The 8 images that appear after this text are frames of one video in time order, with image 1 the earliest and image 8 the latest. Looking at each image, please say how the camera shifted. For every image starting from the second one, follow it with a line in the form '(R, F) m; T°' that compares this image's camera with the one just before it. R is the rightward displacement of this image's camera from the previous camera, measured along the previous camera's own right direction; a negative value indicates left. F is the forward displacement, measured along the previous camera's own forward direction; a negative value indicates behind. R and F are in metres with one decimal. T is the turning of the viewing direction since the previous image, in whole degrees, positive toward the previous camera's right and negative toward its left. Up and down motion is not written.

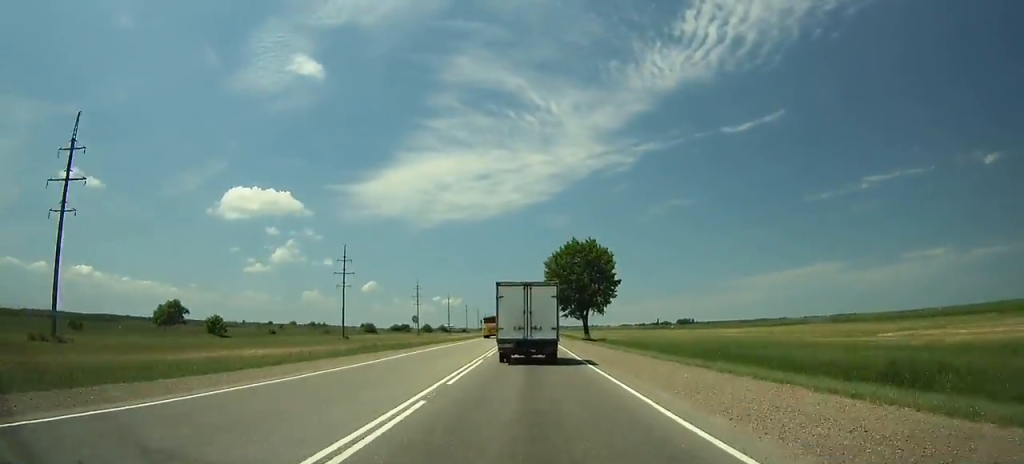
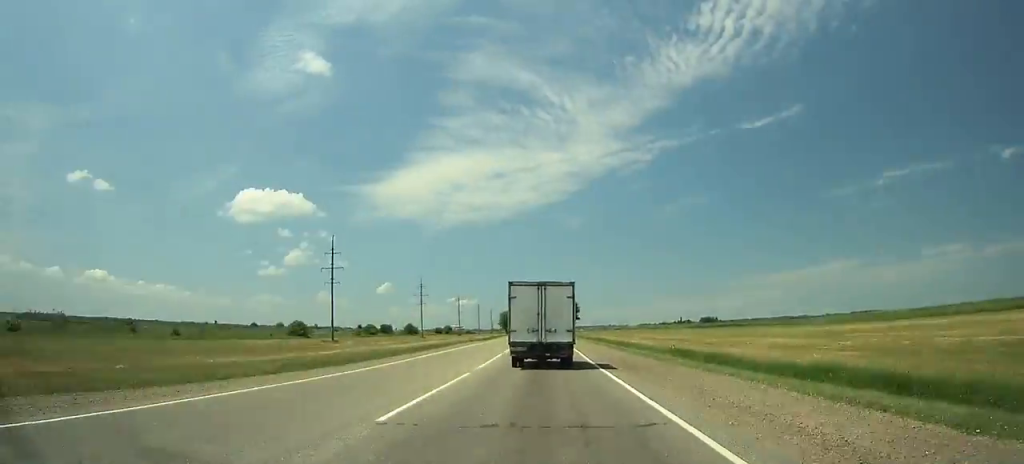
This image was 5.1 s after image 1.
(+0.1, +112.6) m; 0°
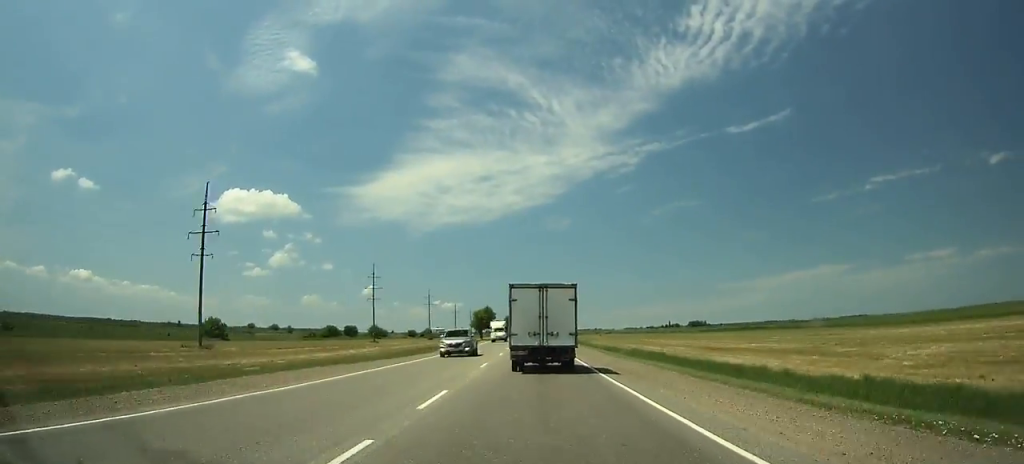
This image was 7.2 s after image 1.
(-0.1, +45.0) m; 0°
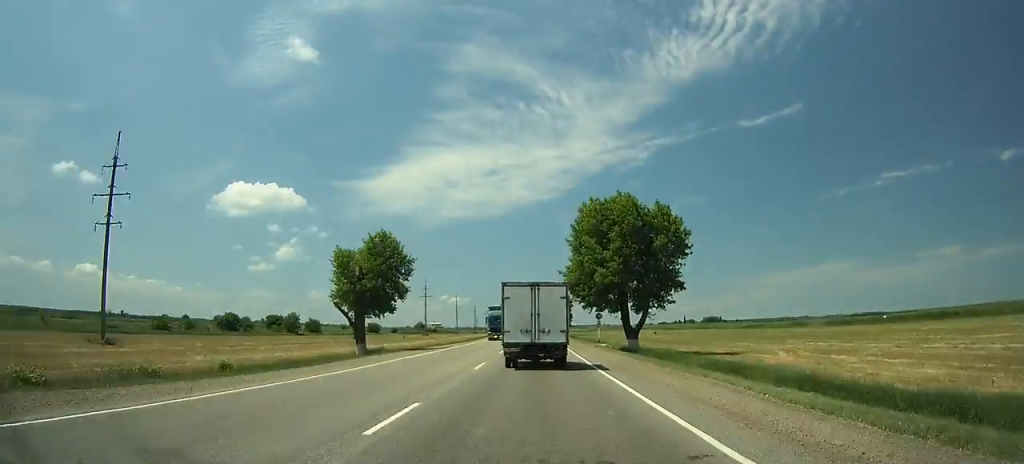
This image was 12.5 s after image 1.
(+0.2, +111.6) m; 0°
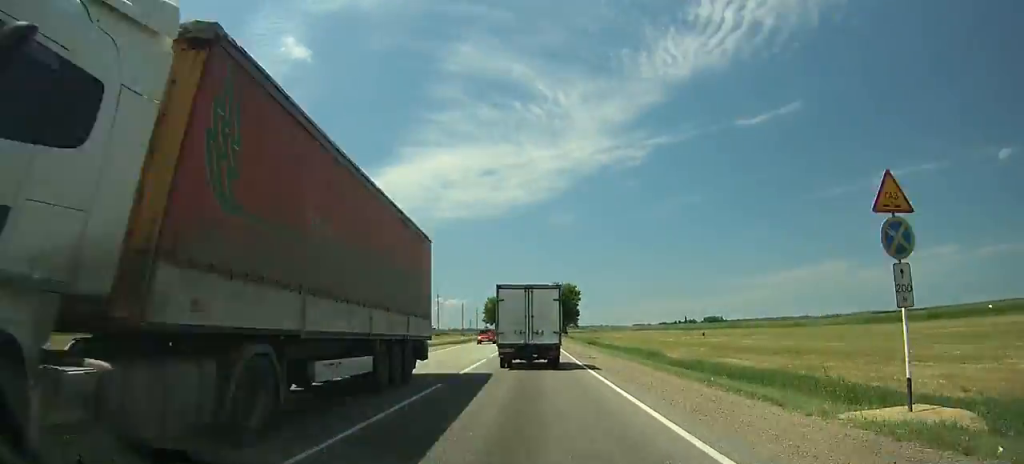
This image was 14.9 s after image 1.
(-0.1, +50.0) m; 0°
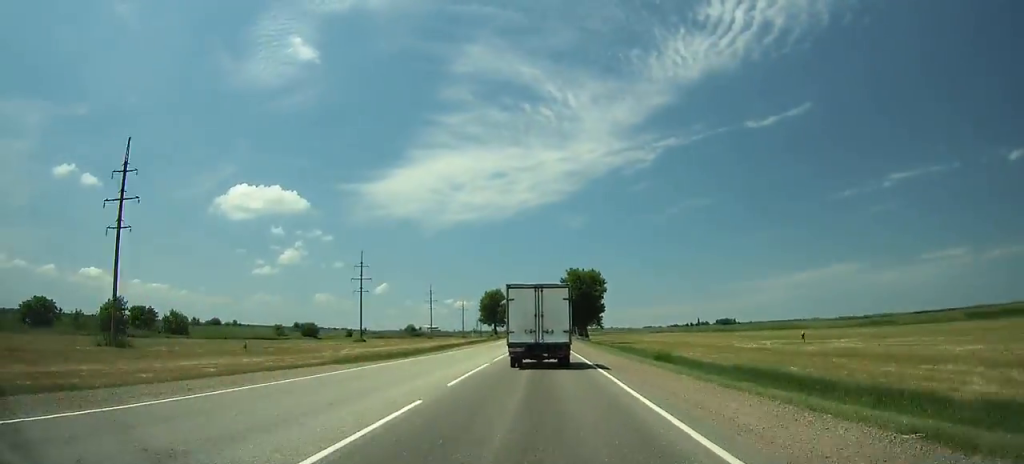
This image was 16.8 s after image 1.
(+0.1, +39.5) m; 0°
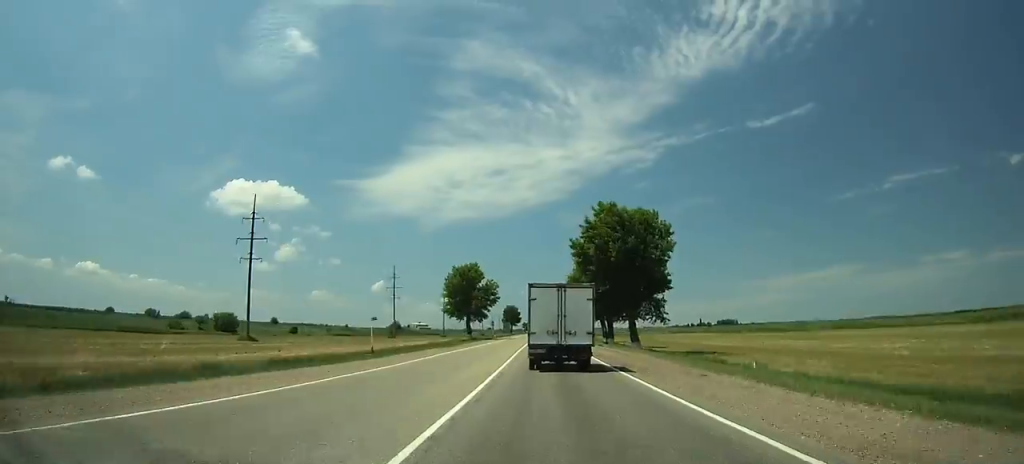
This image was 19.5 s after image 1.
(-0.4, +55.8) m; 0°
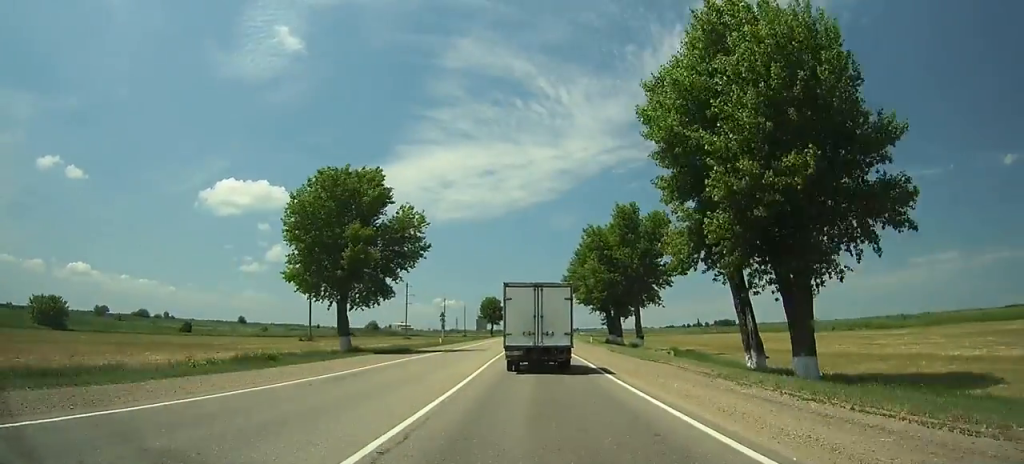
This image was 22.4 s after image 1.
(+0.4, +59.6) m; 0°
